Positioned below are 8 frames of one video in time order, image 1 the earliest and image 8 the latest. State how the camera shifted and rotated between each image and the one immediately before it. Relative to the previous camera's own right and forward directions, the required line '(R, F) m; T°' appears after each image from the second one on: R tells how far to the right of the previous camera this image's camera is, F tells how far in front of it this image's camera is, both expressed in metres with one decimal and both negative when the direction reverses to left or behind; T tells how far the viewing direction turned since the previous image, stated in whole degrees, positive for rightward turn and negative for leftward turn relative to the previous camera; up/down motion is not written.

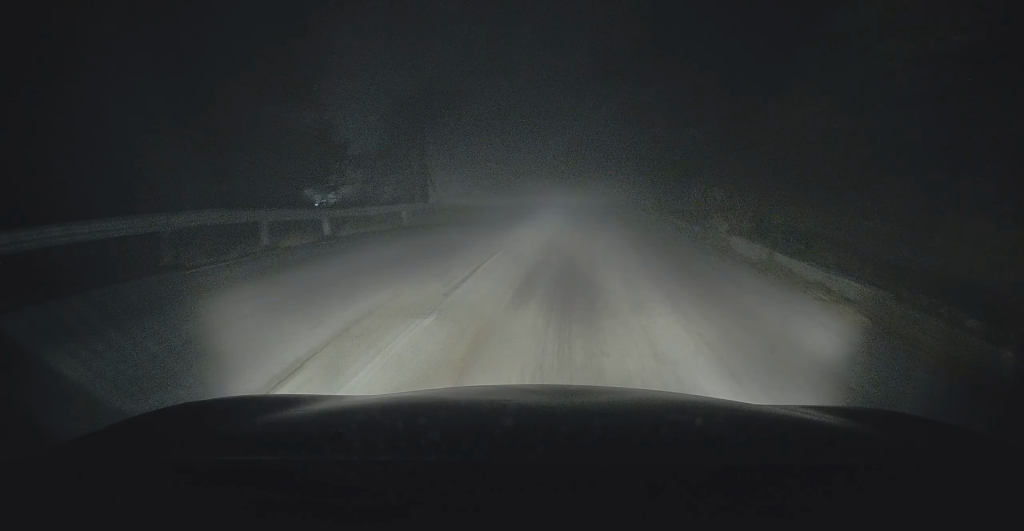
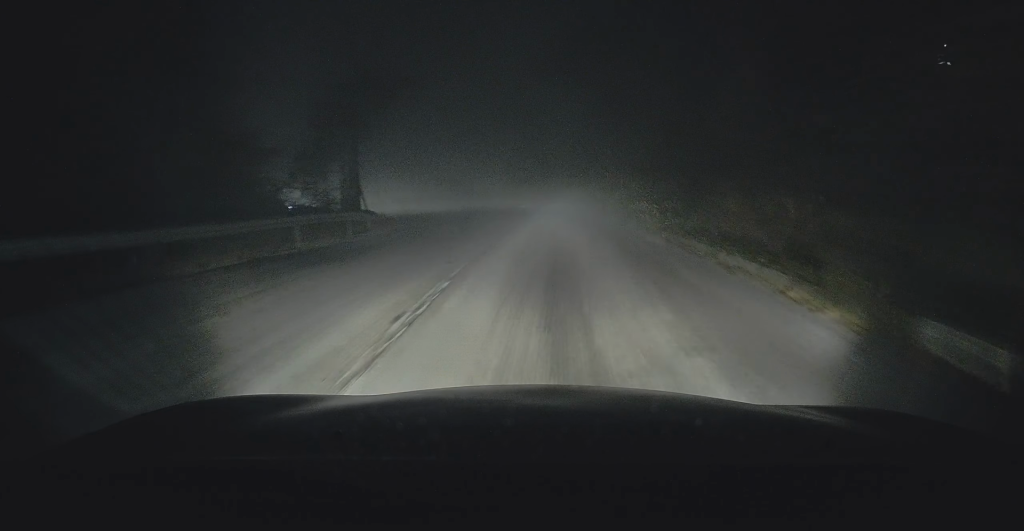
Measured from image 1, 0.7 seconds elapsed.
(+0.7, +7.2) m; +6°
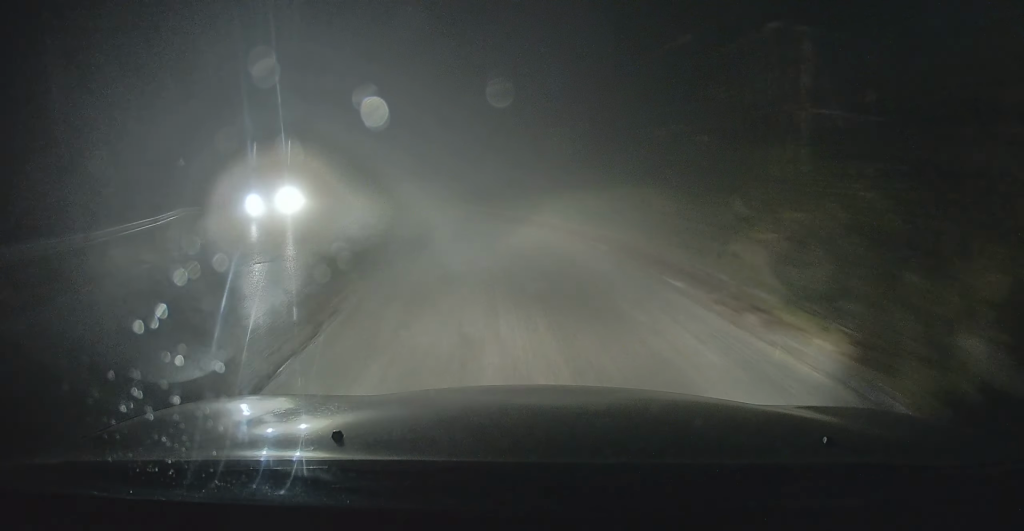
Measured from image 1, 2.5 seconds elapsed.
(+1.3, +18.8) m; +4°
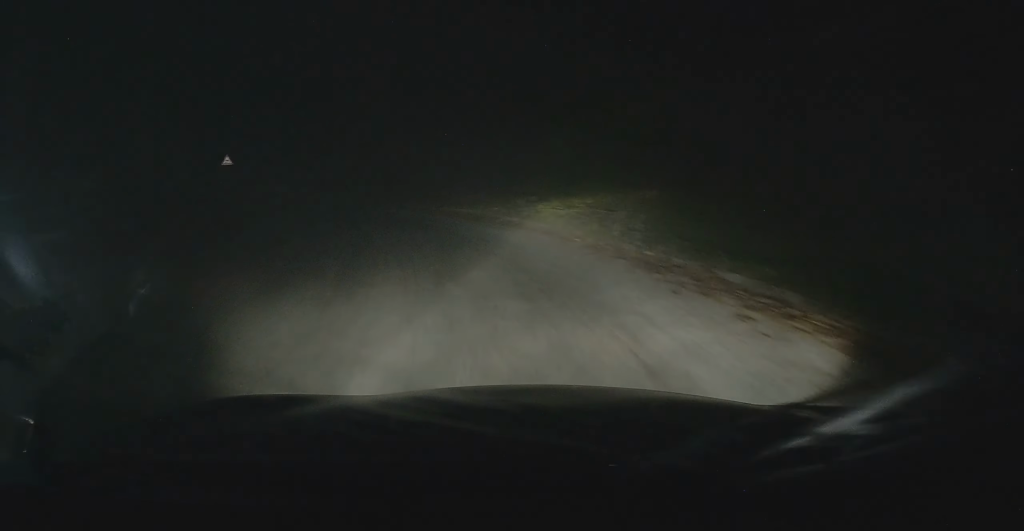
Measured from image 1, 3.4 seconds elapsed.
(-0.1, +9.7) m; -5°
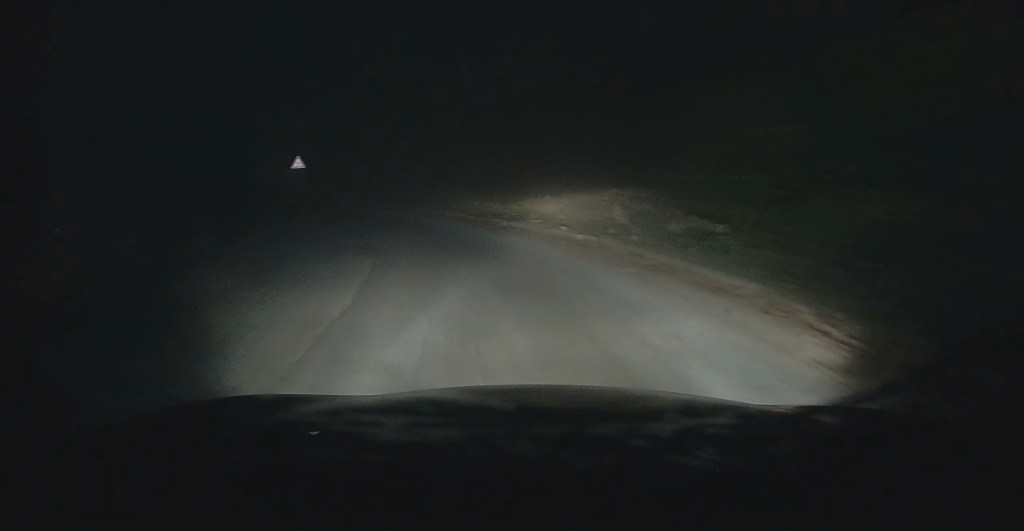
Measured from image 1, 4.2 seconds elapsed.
(-0.2, +7.5) m; -7°
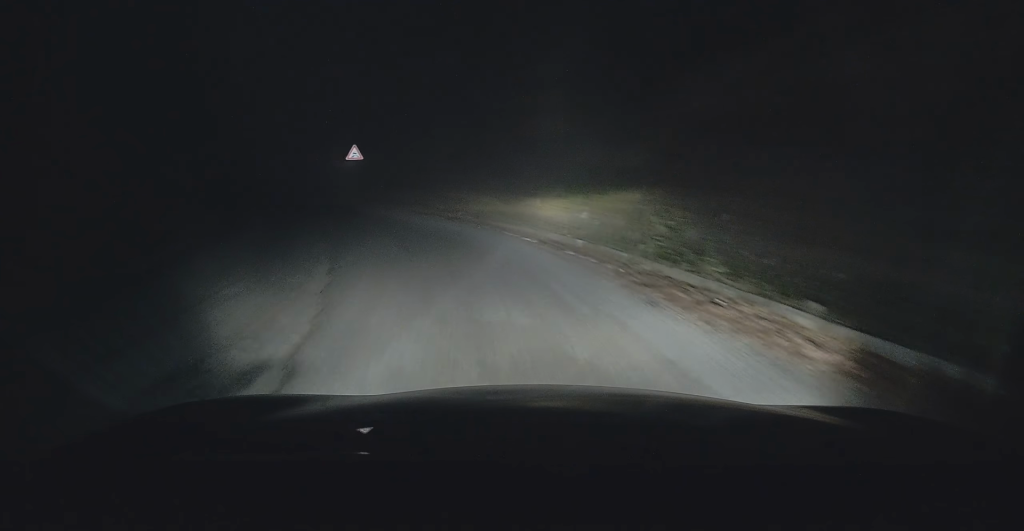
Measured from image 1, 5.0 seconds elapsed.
(-0.9, +8.8) m; -10°
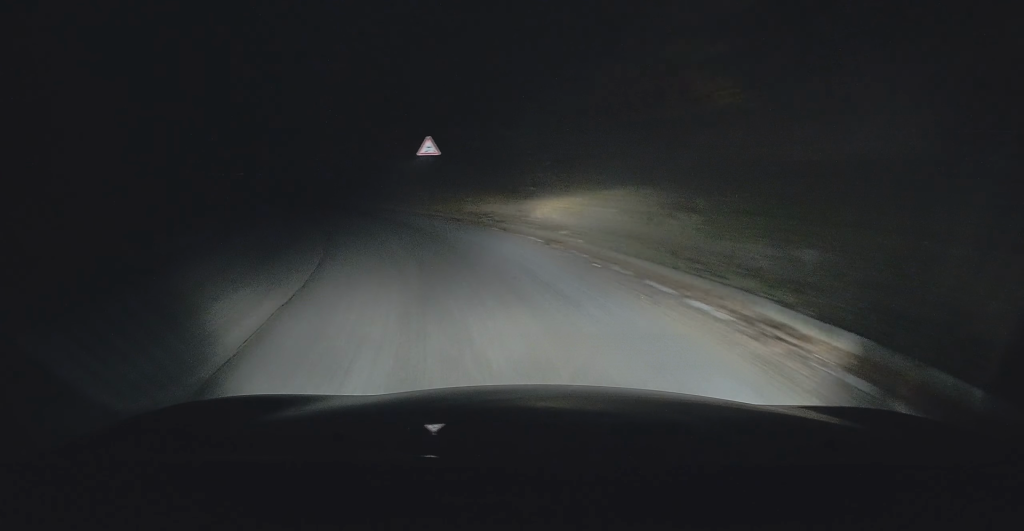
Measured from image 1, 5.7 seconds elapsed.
(-0.6, +7.2) m; -8°
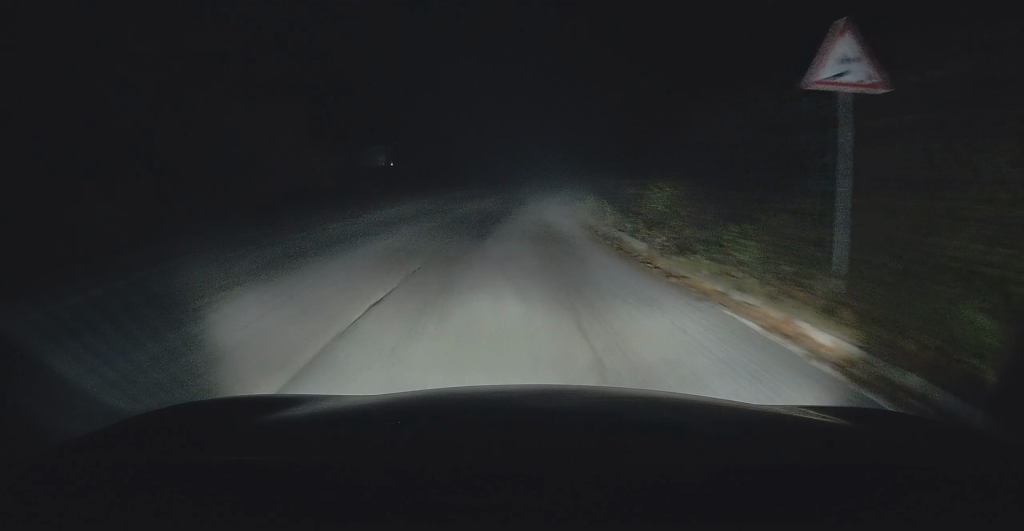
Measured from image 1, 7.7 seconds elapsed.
(-4.3, +20.1) m; -22°
